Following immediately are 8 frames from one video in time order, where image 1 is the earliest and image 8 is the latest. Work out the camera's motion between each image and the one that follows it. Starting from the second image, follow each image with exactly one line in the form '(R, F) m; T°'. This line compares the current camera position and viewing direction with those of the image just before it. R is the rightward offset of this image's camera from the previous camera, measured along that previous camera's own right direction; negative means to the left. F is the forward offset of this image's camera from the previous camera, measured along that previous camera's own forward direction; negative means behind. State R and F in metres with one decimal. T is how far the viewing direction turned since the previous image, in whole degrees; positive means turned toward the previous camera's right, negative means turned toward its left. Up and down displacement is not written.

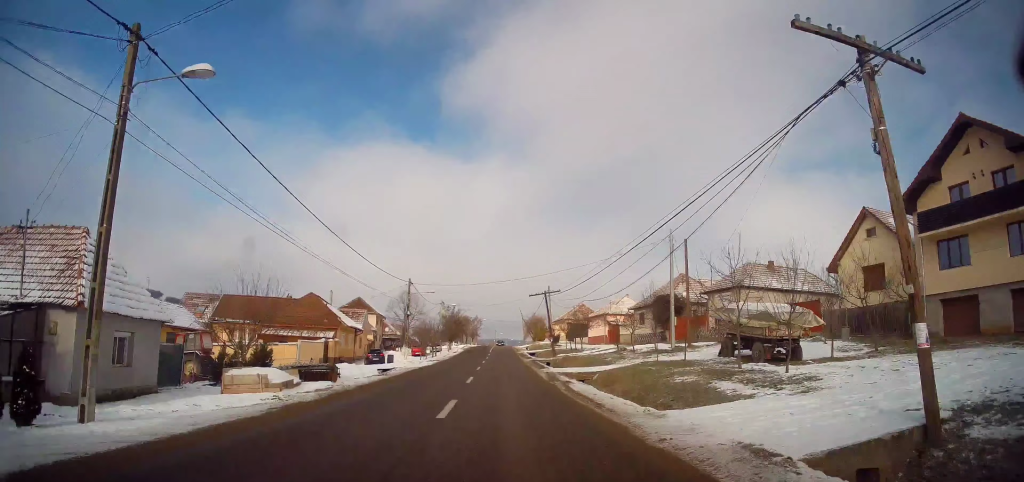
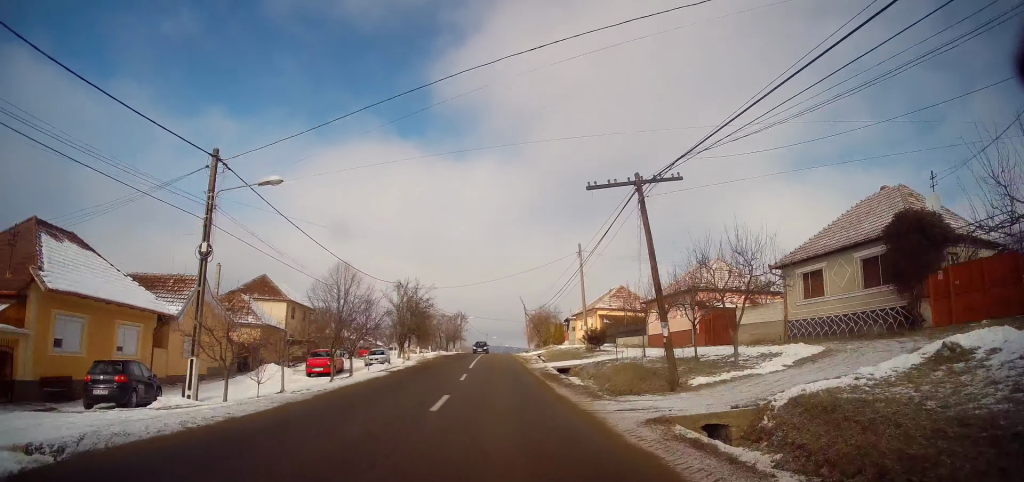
(0.0, +34.5) m; +1°
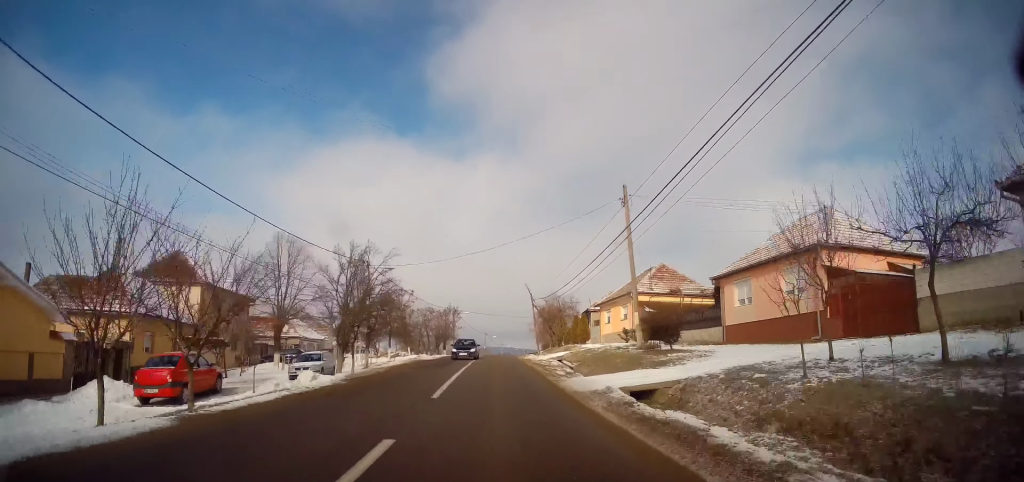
(+0.2, +15.7) m; 0°
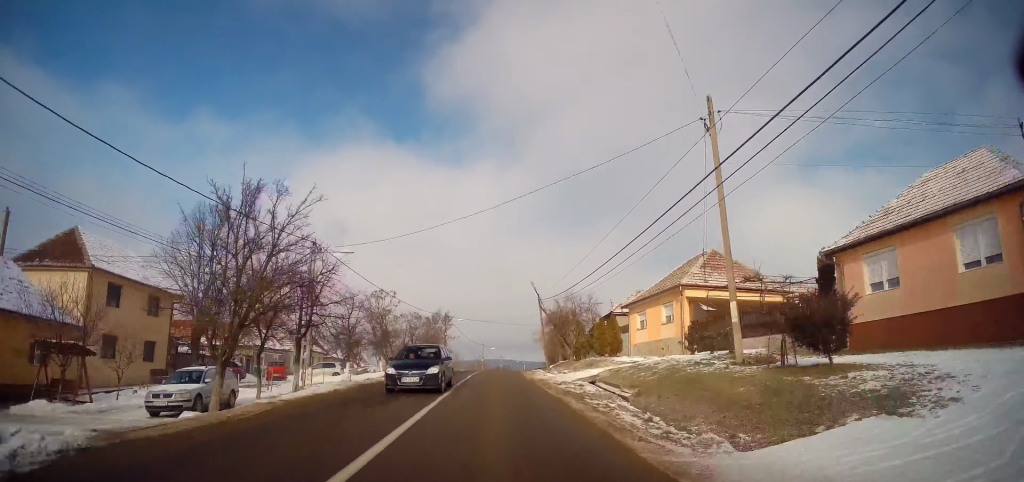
(0.0, +11.6) m; 0°
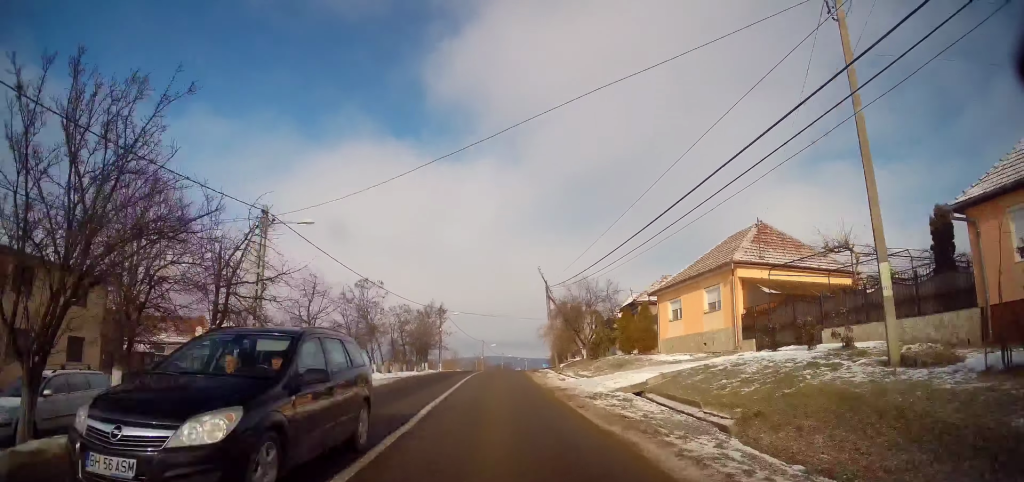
(-0.1, +7.0) m; 0°
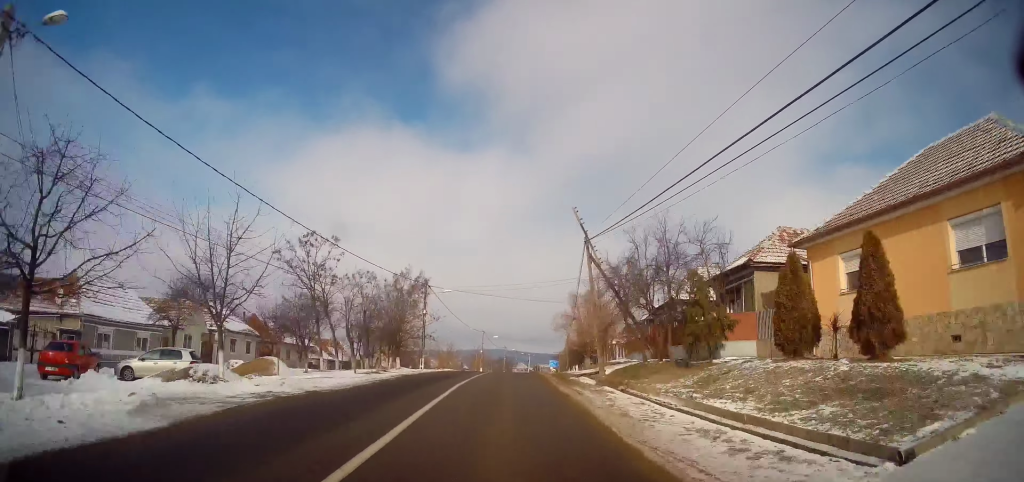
(-0.1, +16.2) m; +1°
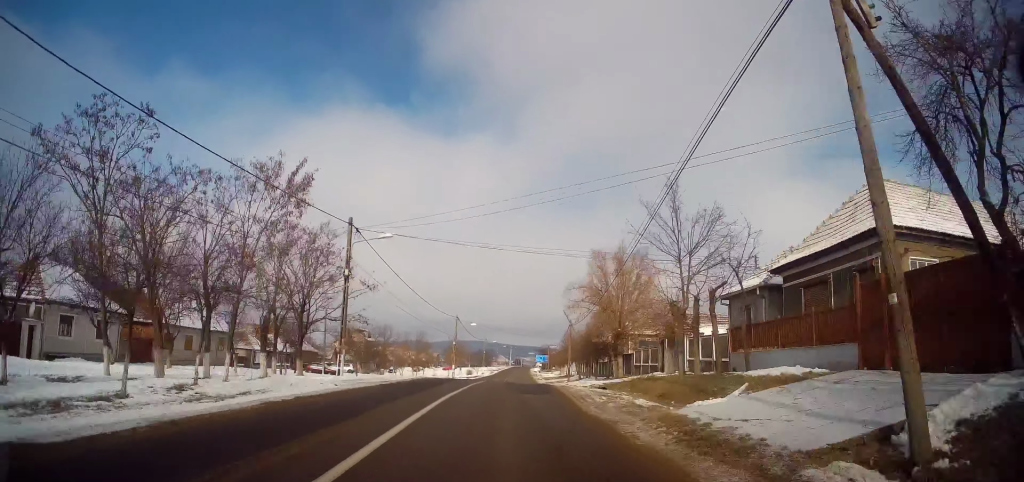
(+0.3, +19.8) m; +1°
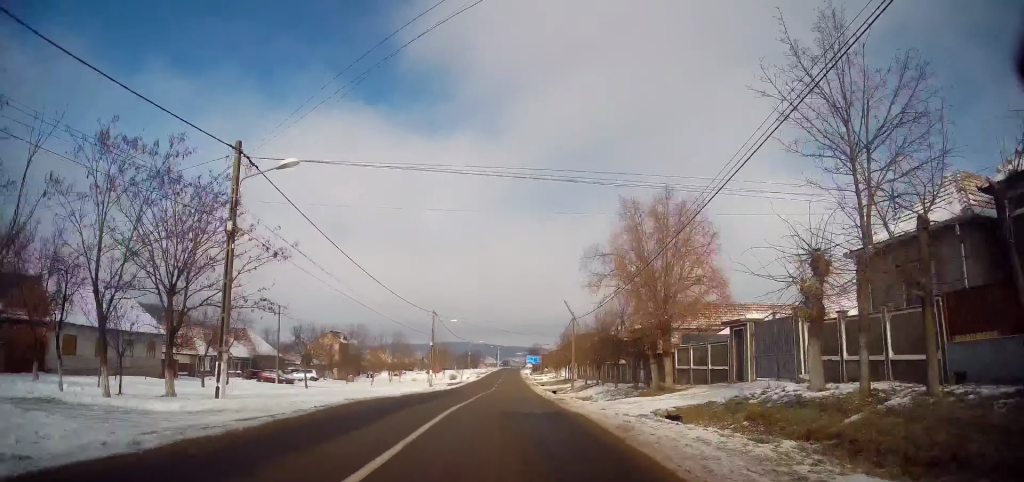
(+0.1, +11.1) m; +2°
